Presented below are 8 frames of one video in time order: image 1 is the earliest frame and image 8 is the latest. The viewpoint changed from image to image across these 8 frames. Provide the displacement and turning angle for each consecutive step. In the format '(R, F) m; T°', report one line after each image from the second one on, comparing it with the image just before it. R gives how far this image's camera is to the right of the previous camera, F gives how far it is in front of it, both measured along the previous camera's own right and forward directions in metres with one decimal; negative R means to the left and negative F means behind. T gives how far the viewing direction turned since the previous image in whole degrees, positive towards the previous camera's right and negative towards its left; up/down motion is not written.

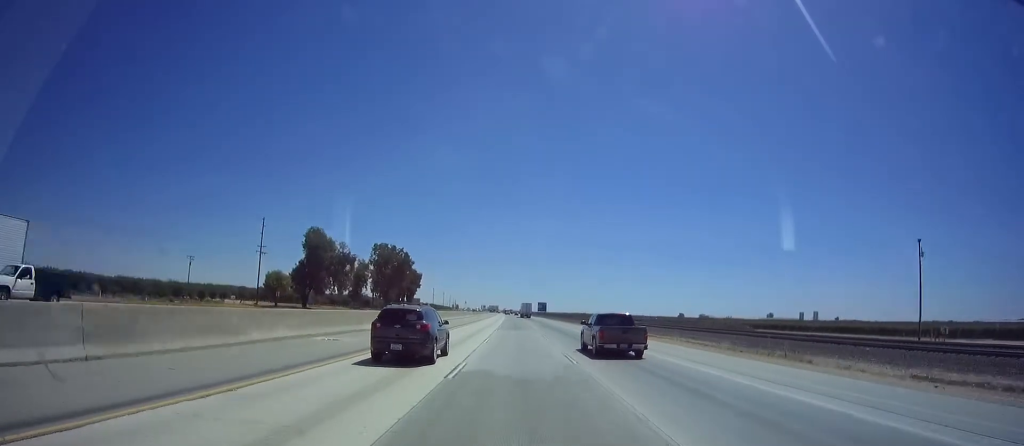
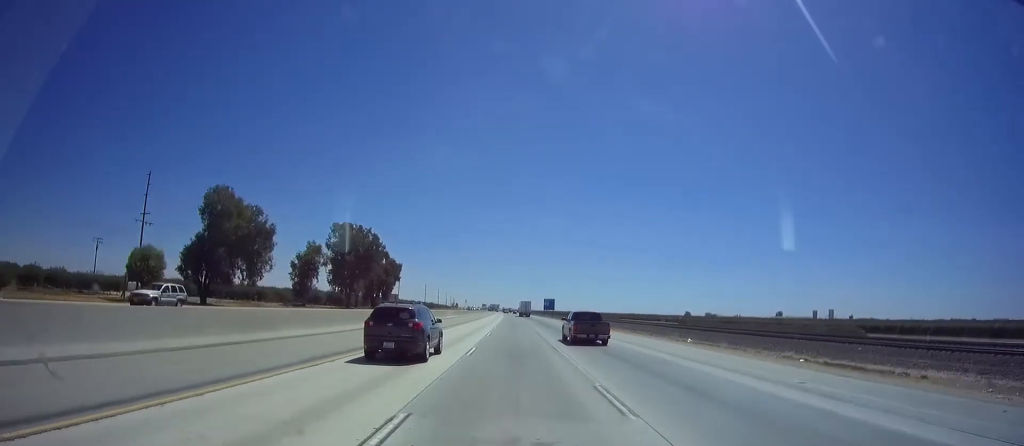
(-0.3, +37.8) m; 0°
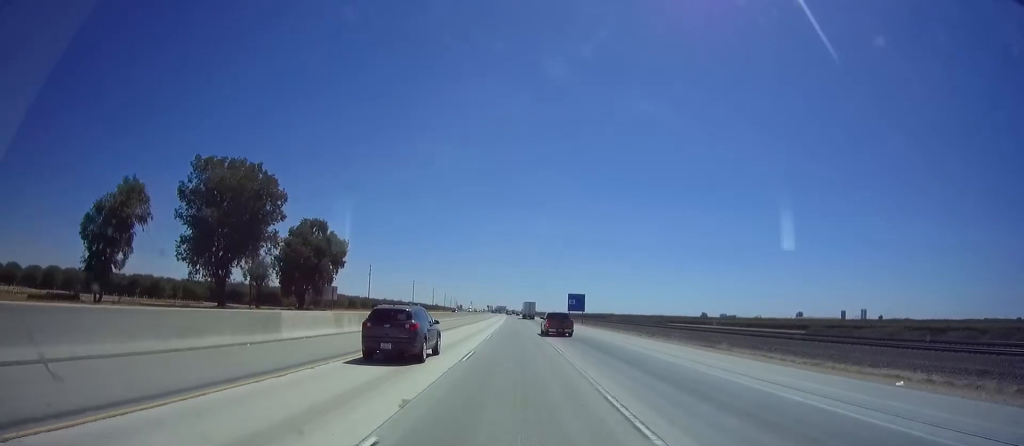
(+0.4, +59.9) m; 0°
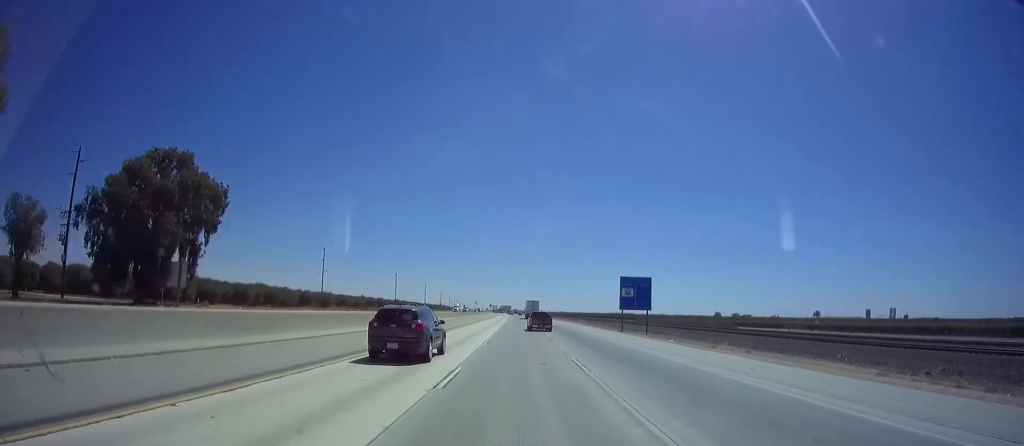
(-0.6, +50.0) m; -2°
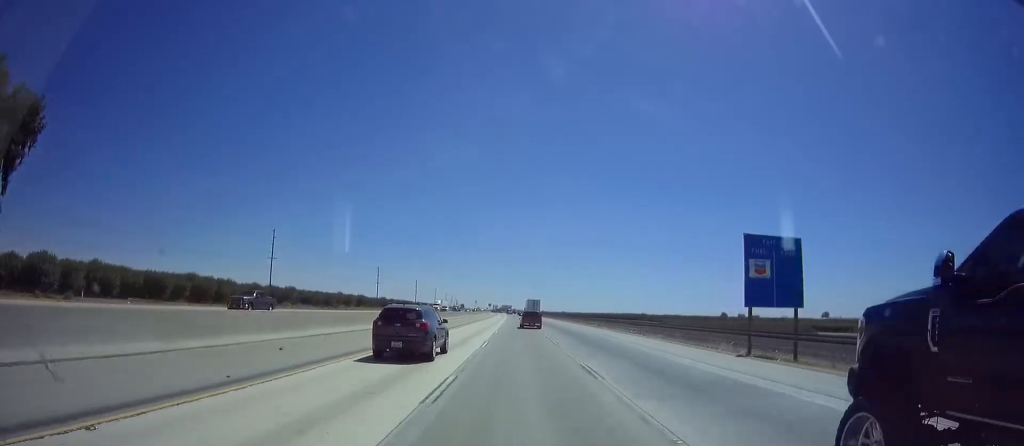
(-0.4, +31.4) m; 0°
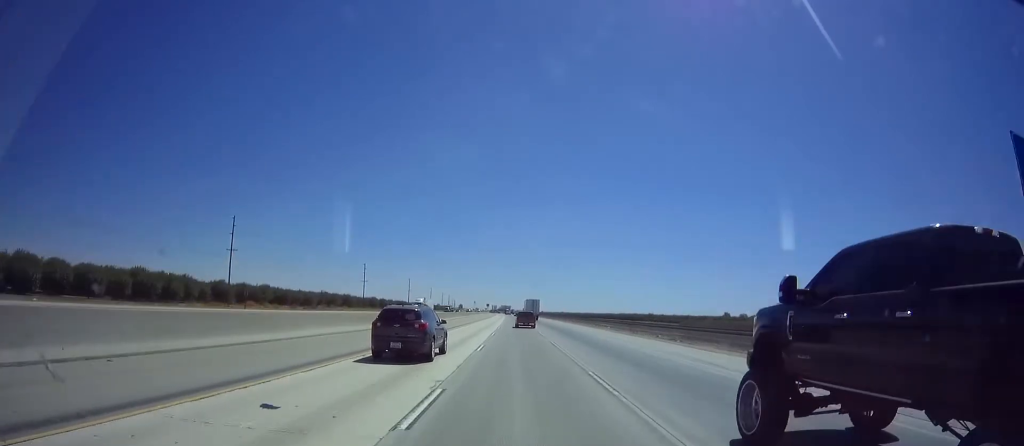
(+0.1, +16.9) m; 0°
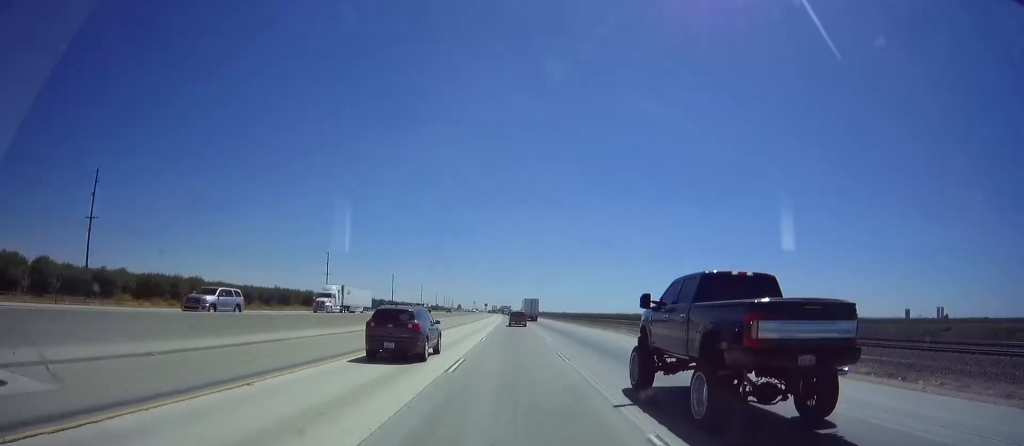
(+0.3, +37.0) m; 0°
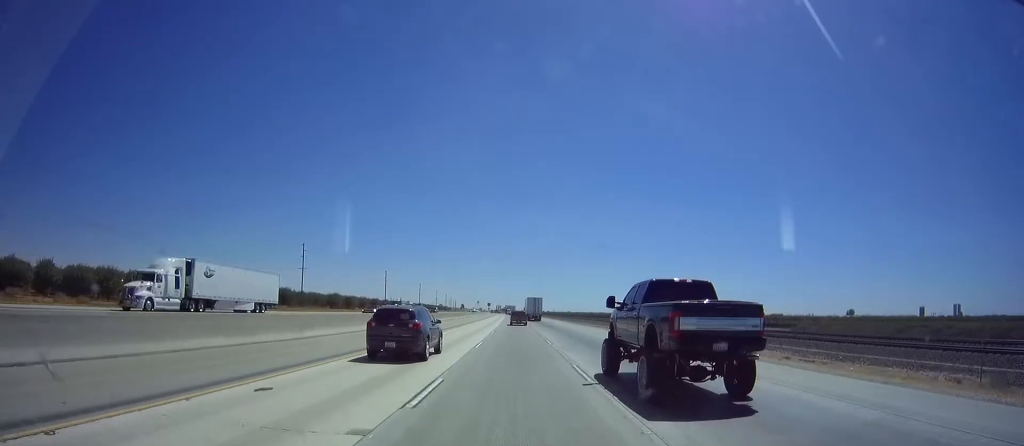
(0.0, +20.1) m; -1°
